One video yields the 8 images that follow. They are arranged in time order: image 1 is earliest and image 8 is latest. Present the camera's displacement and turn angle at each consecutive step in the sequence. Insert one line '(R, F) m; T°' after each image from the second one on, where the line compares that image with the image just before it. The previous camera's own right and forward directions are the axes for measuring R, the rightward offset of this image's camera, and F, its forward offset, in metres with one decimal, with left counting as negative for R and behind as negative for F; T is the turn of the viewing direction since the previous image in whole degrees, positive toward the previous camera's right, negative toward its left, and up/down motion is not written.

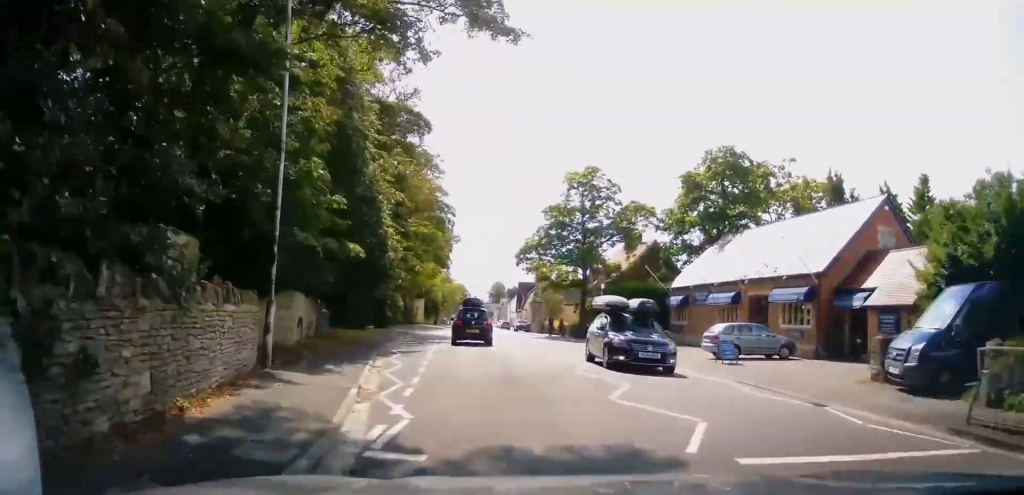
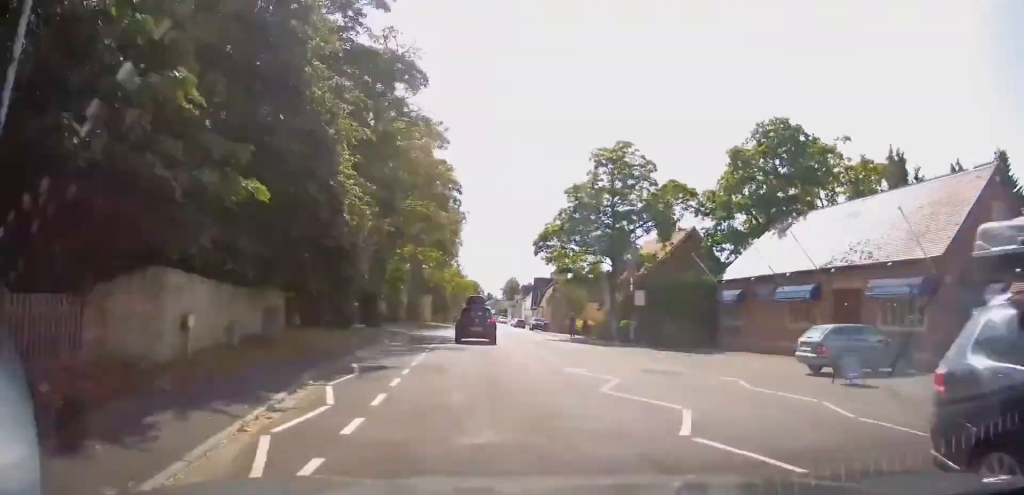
(-0.1, +7.2) m; -1°
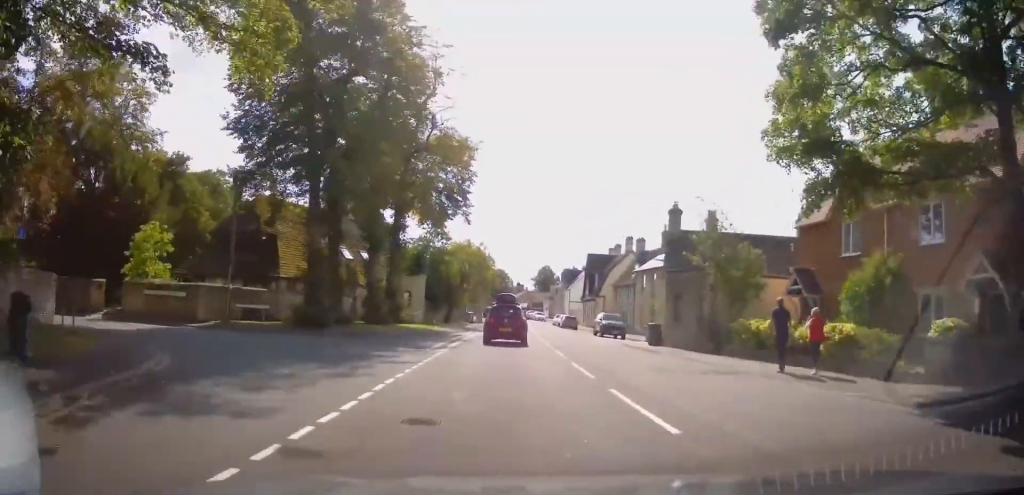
(-1.8, +33.8) m; -4°
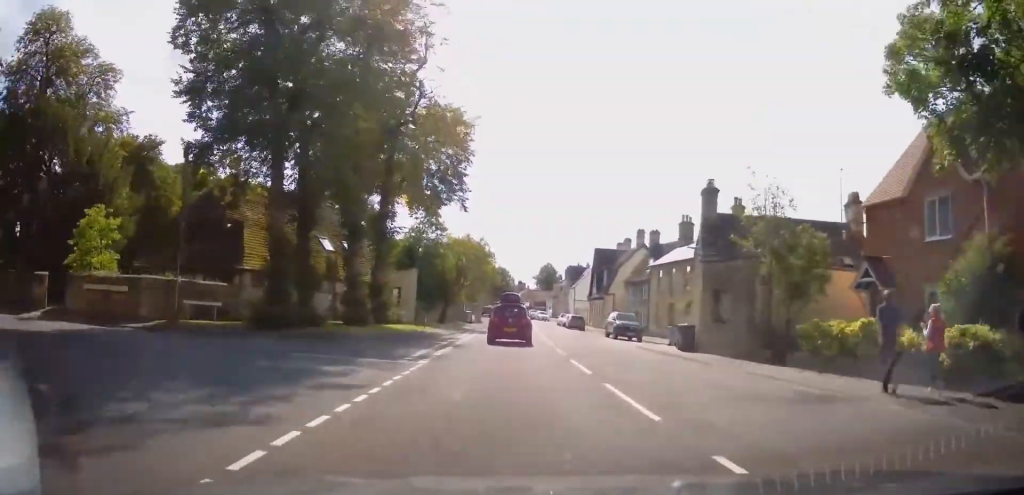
(+0.1, +5.1) m; 0°
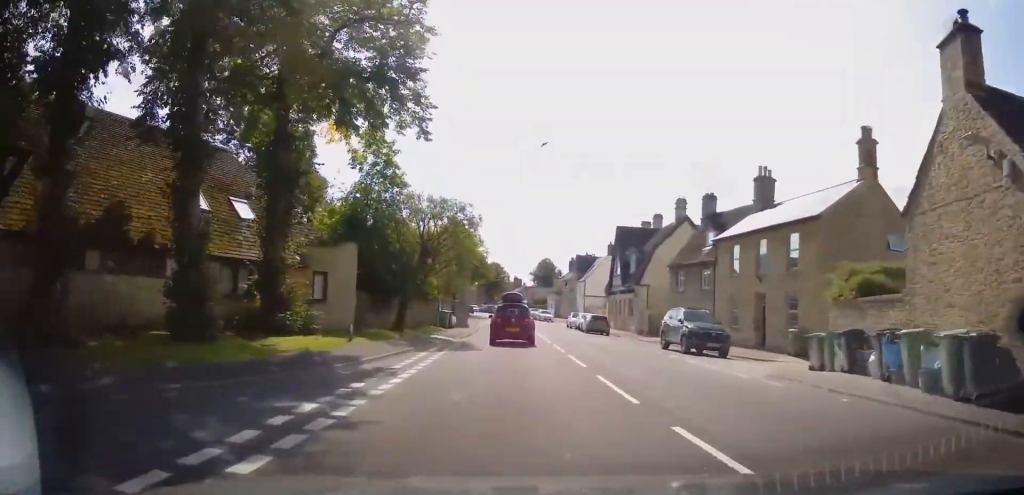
(-0.2, +16.6) m; +1°
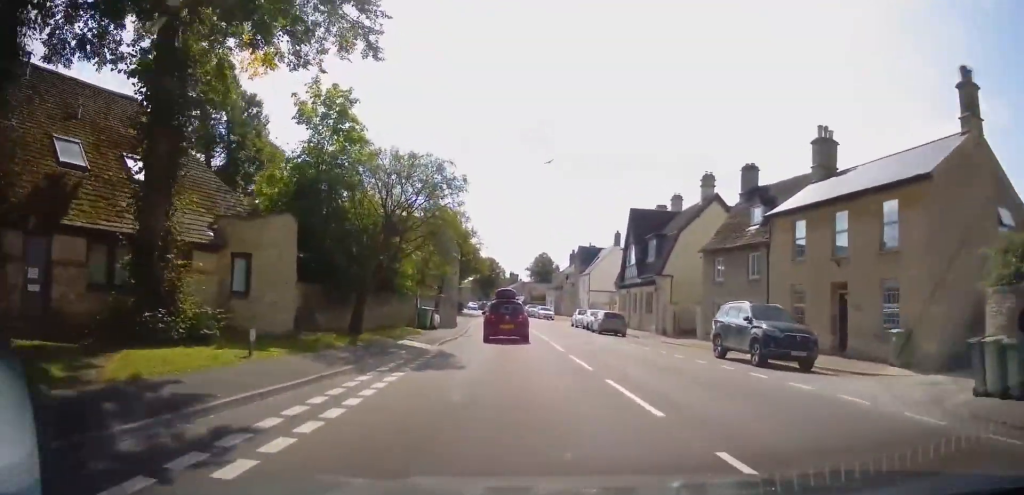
(+0.3, +7.4) m; +1°
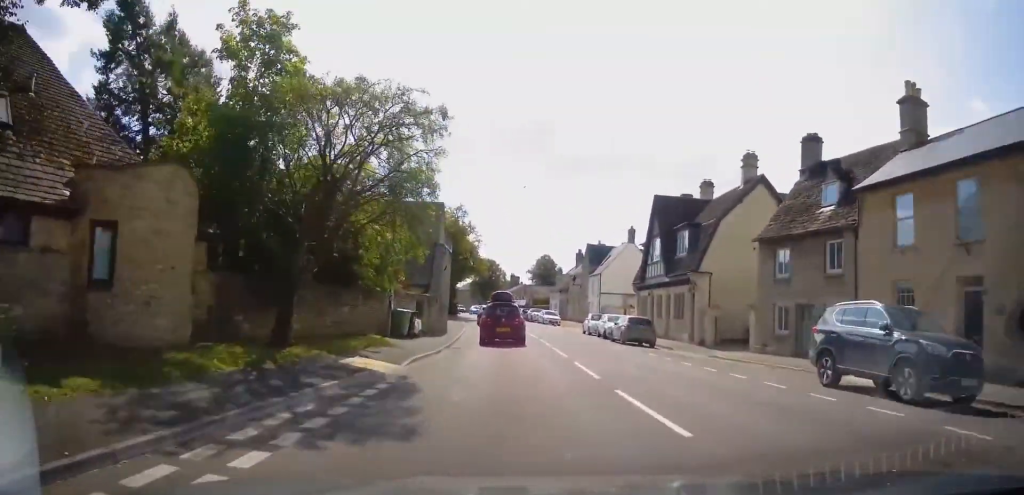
(+0.1, +6.9) m; +1°
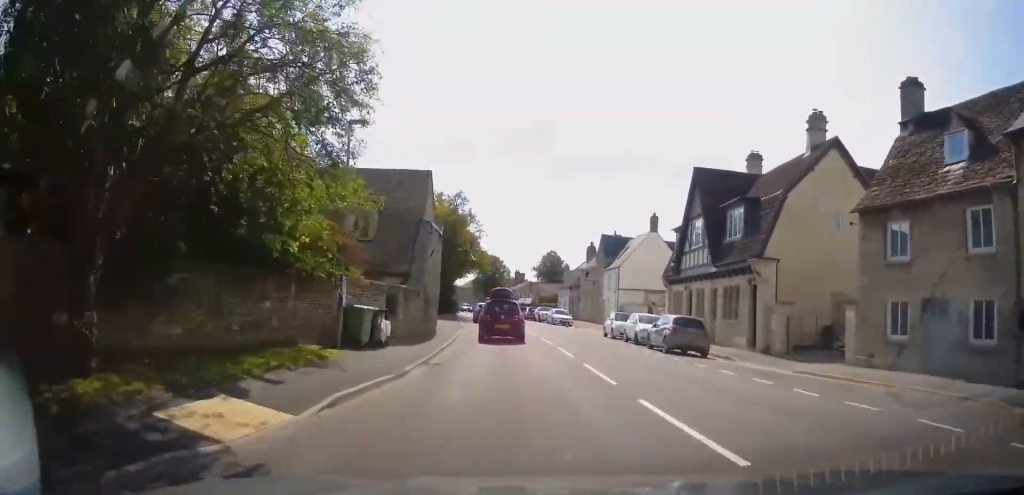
(0.0, +7.3) m; -1°
